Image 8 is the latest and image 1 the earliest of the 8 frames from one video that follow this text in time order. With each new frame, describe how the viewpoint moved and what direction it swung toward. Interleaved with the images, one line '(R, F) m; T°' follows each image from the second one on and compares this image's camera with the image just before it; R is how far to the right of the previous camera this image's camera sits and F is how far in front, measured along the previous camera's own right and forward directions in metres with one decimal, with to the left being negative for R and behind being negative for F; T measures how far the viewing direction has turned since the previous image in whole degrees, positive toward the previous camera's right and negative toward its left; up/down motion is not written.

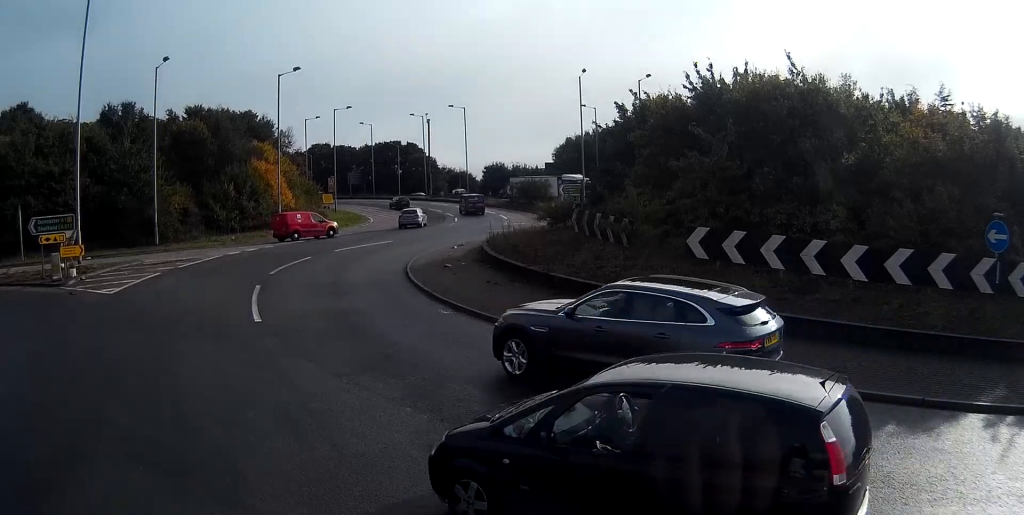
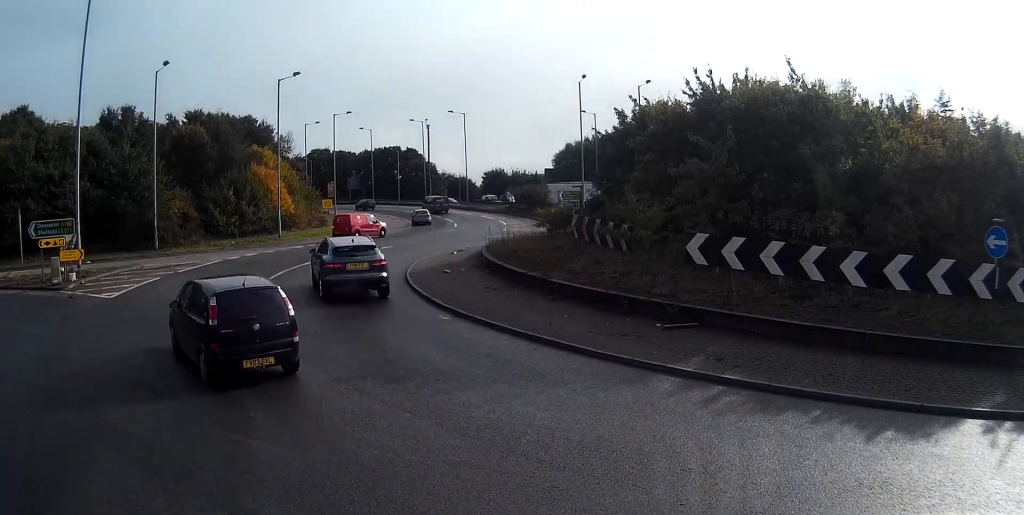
(0.0, +0.2) m; 0°
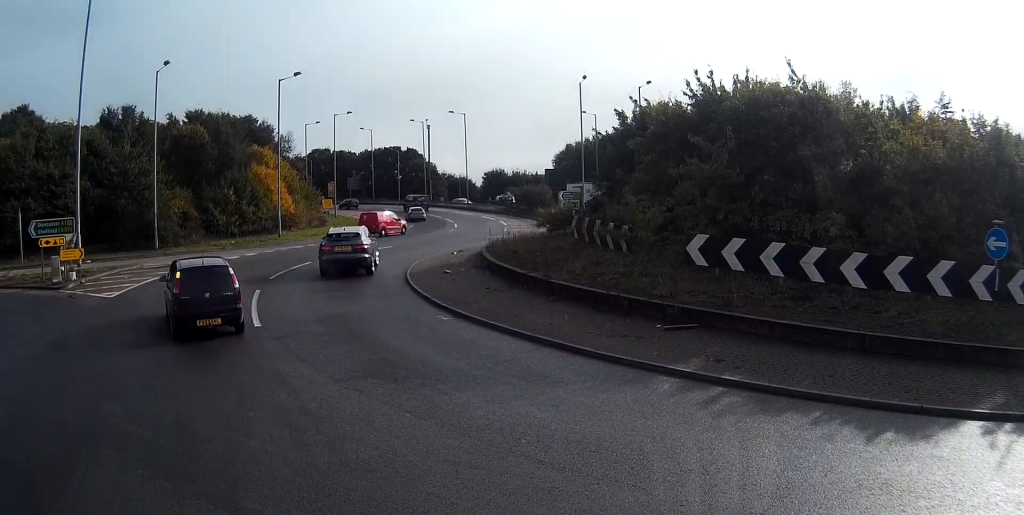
(0.0, +0.1) m; 0°
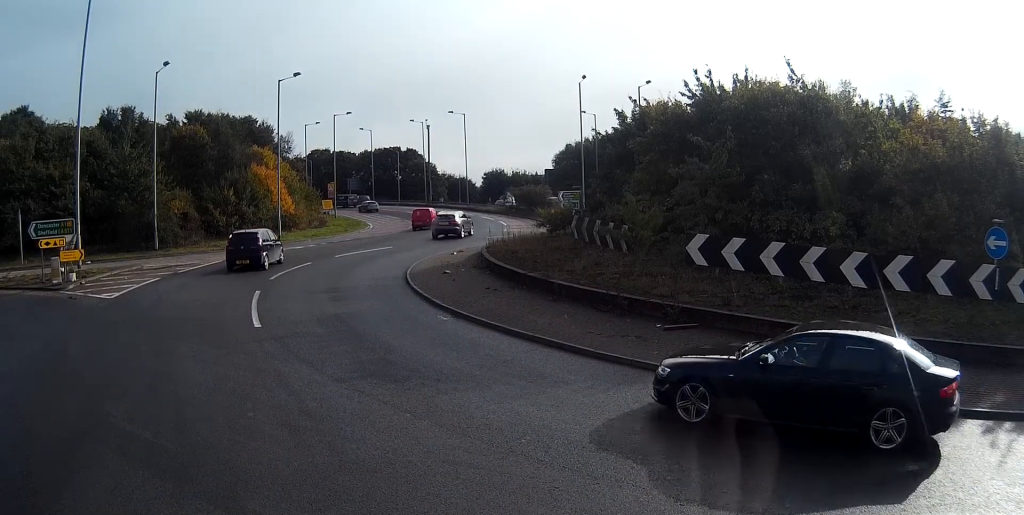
(+0.3, 0.0) m; 0°
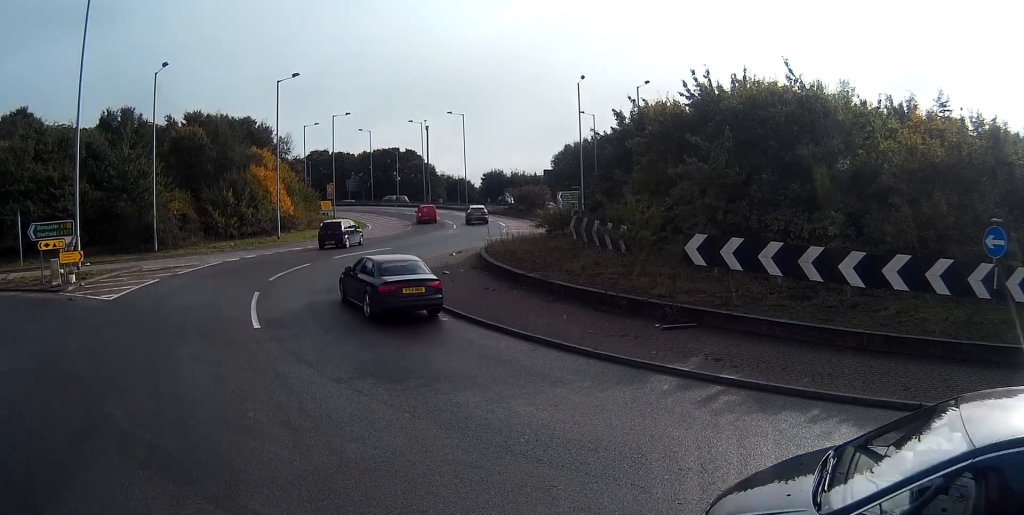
(0.0, -0.1) m; 0°
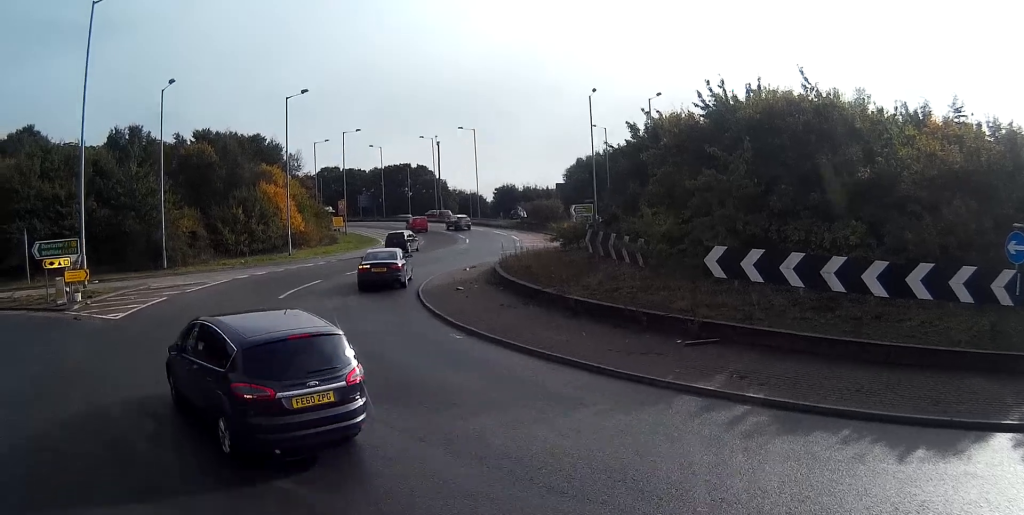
(0.0, +0.4) m; 0°
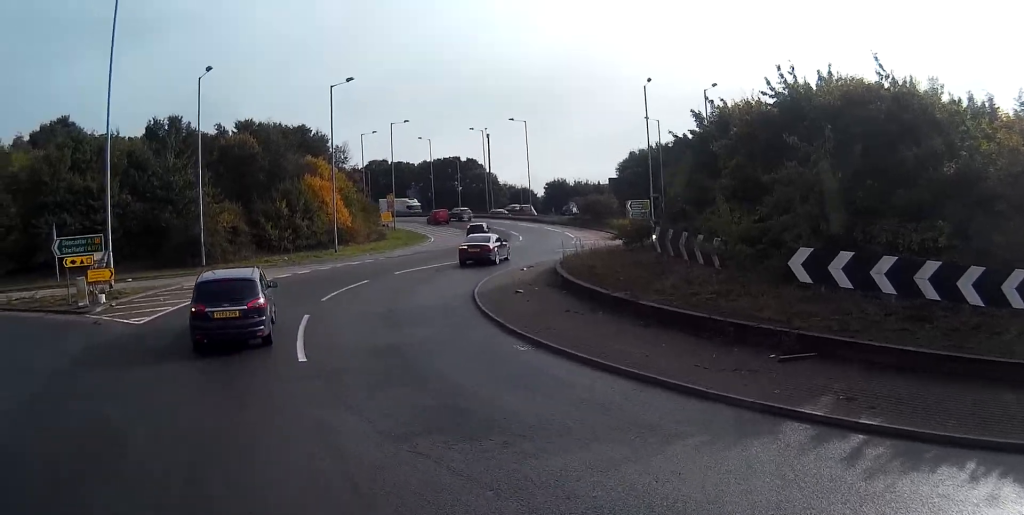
(0.0, +1.7) m; -3°
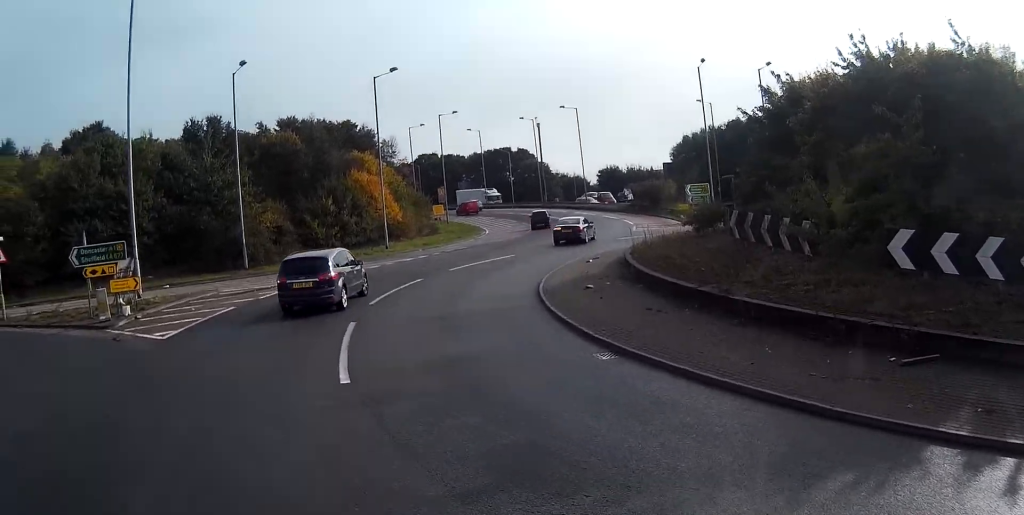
(0.0, +2.0) m; -4°
